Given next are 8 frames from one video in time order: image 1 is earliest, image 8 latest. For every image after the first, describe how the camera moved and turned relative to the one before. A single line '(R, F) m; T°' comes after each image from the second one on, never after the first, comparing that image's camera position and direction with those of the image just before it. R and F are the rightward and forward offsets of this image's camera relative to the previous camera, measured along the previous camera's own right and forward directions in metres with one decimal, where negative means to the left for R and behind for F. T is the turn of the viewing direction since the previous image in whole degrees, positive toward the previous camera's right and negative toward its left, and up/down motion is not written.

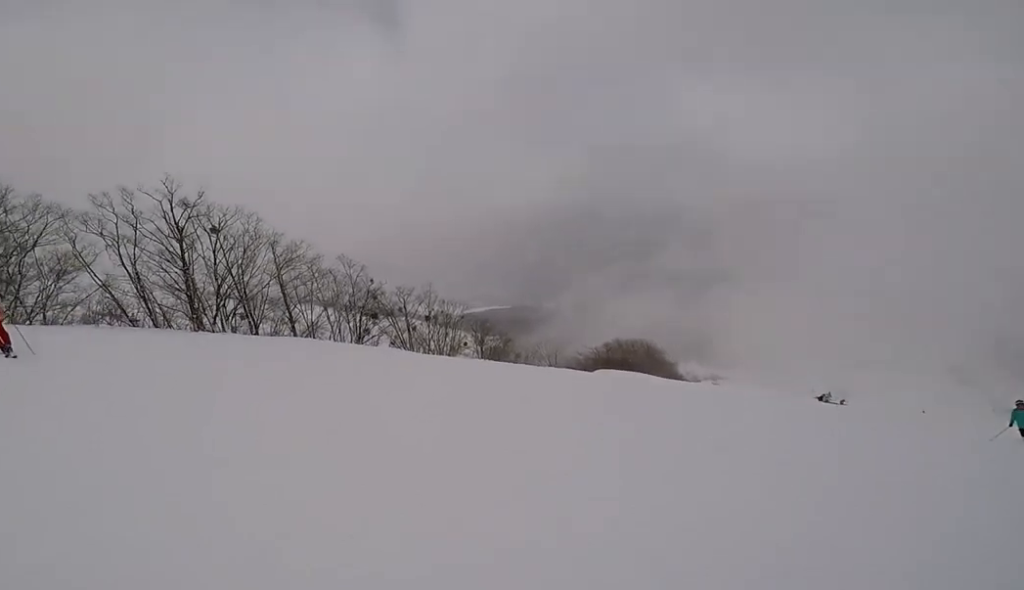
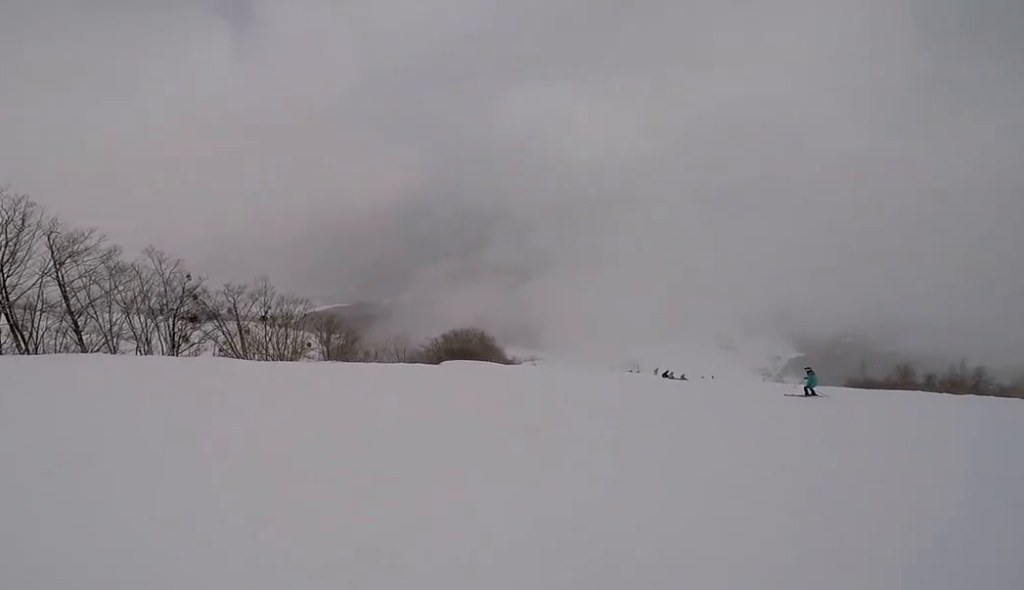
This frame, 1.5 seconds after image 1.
(+0.1, +6.2) m; +23°
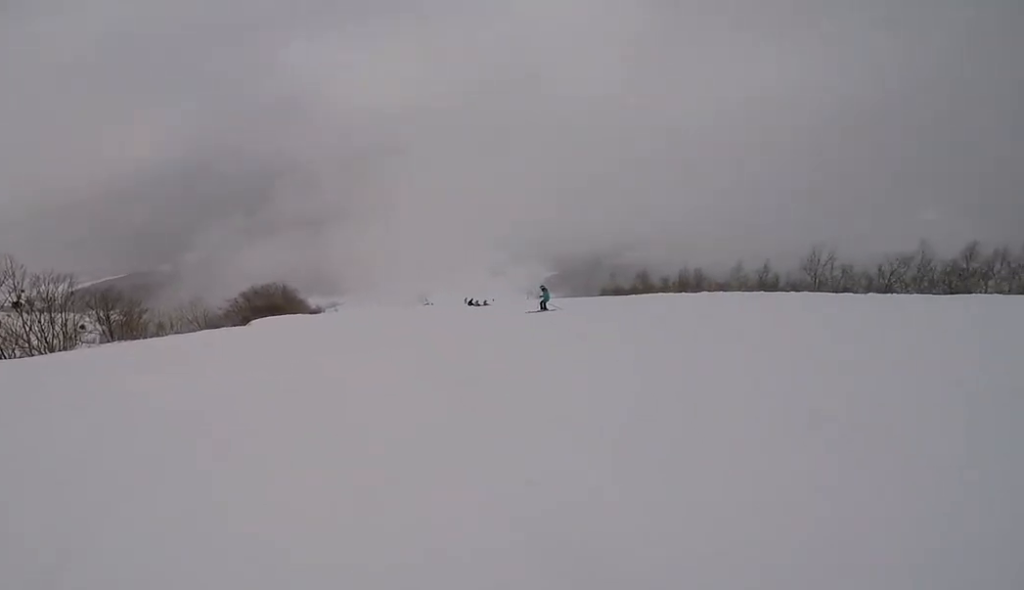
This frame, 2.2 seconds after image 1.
(+0.6, +2.5) m; +26°
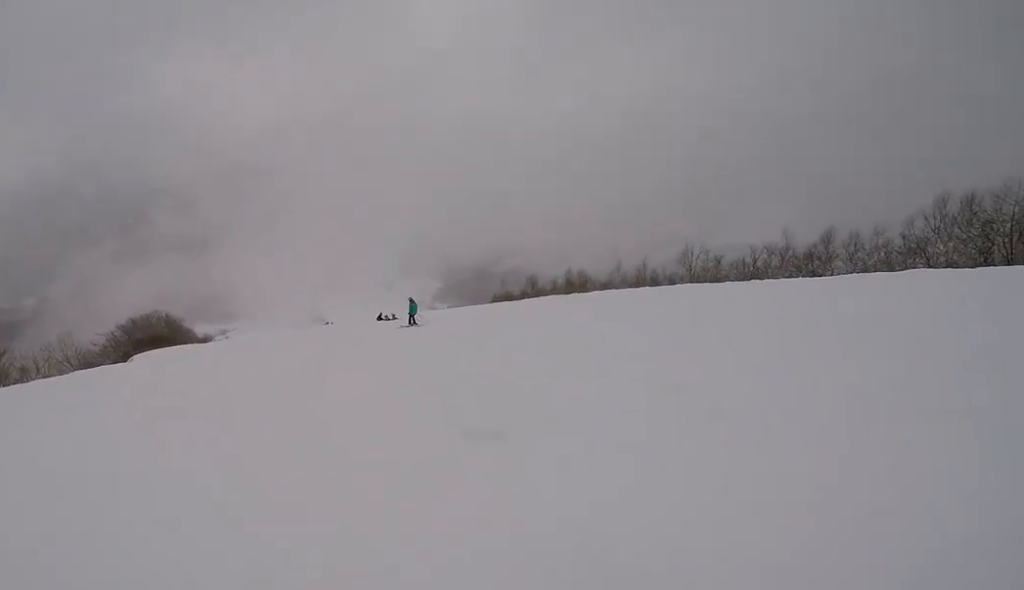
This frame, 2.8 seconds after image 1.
(+0.3, +2.4) m; +25°
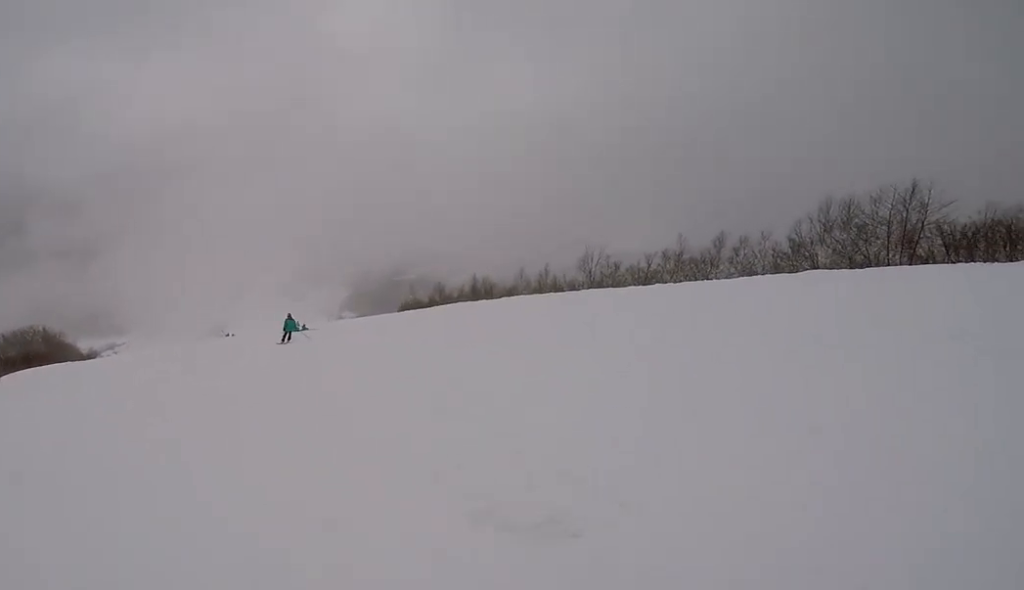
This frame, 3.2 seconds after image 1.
(+0.6, +2.0) m; +8°
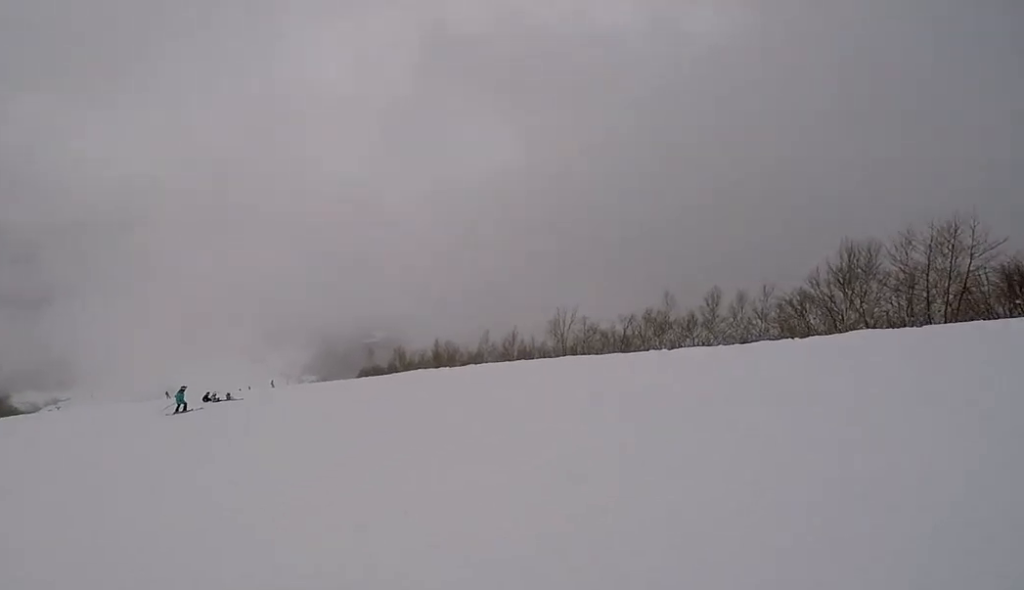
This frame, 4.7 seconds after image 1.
(+0.9, +6.3) m; -10°
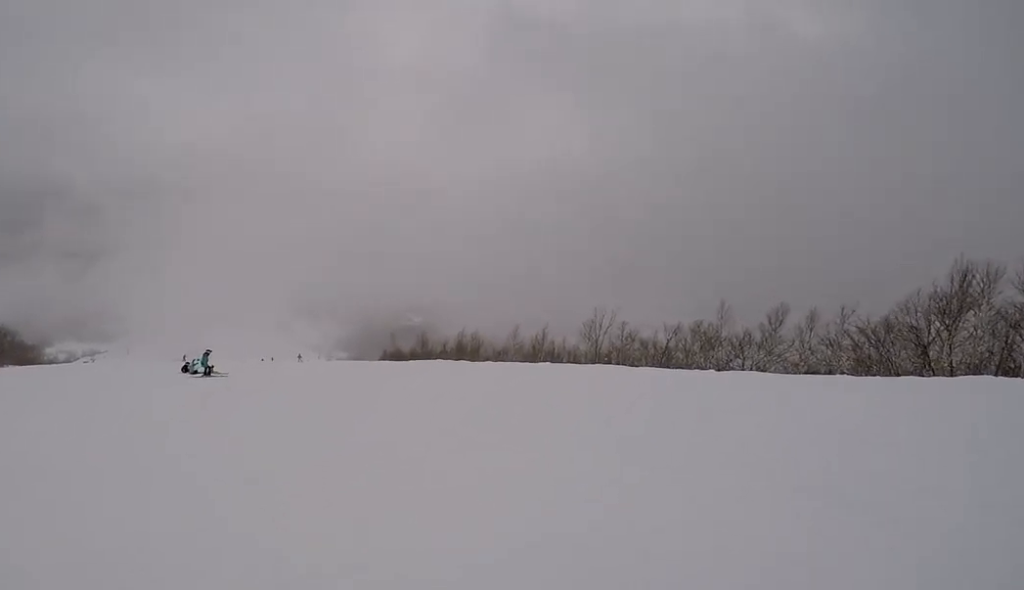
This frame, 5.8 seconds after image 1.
(-1.3, +4.2) m; -26°
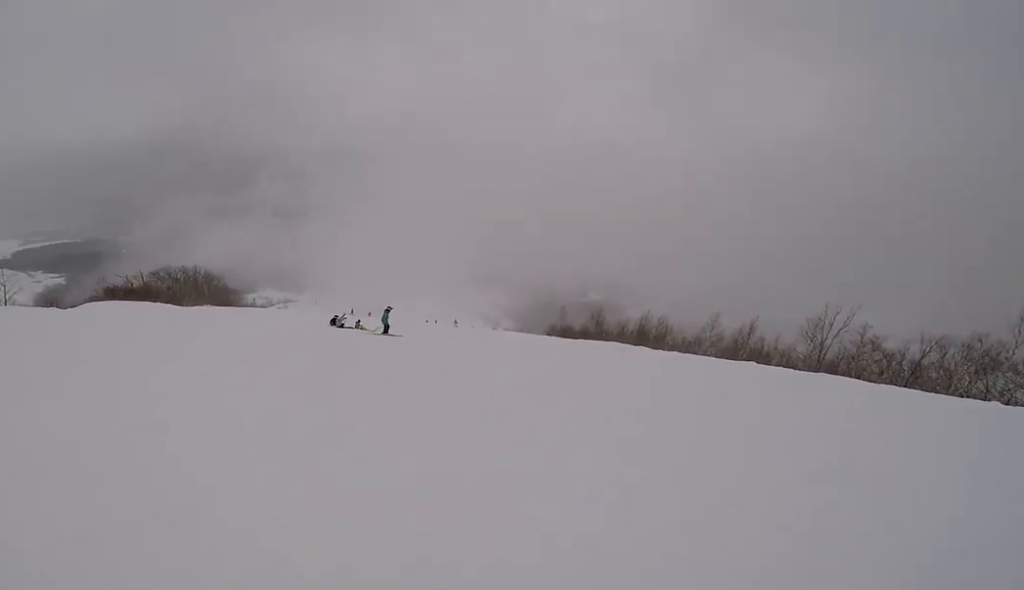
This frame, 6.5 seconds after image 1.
(-0.4, +2.6) m; -33°
